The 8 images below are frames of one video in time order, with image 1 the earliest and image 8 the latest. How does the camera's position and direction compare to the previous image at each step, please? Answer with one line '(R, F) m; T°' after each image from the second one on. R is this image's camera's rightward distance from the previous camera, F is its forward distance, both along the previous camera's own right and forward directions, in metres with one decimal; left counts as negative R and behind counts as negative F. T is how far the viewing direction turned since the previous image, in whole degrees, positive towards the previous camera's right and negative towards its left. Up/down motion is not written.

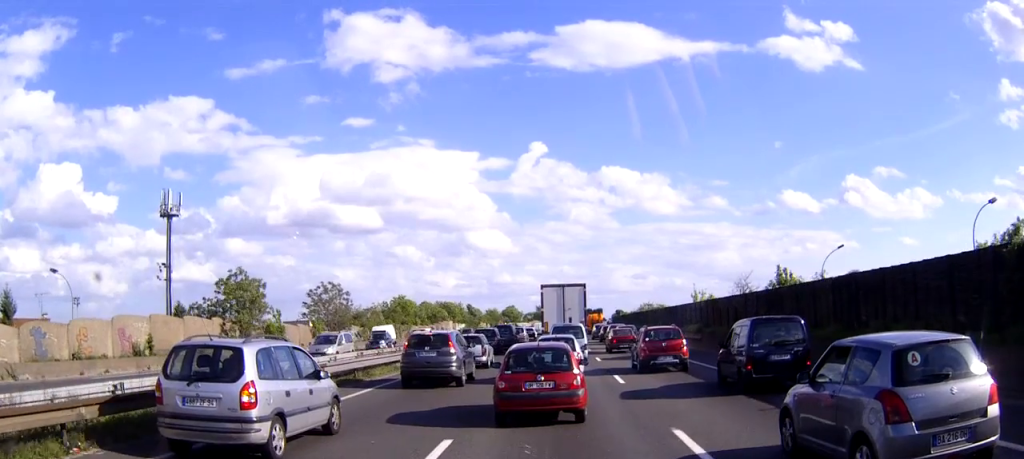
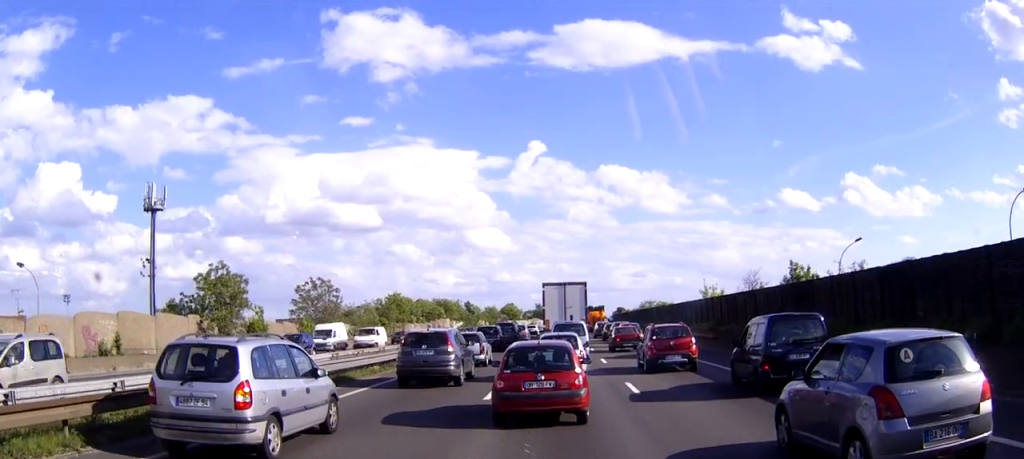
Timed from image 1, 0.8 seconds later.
(0.0, +3.9) m; 0°
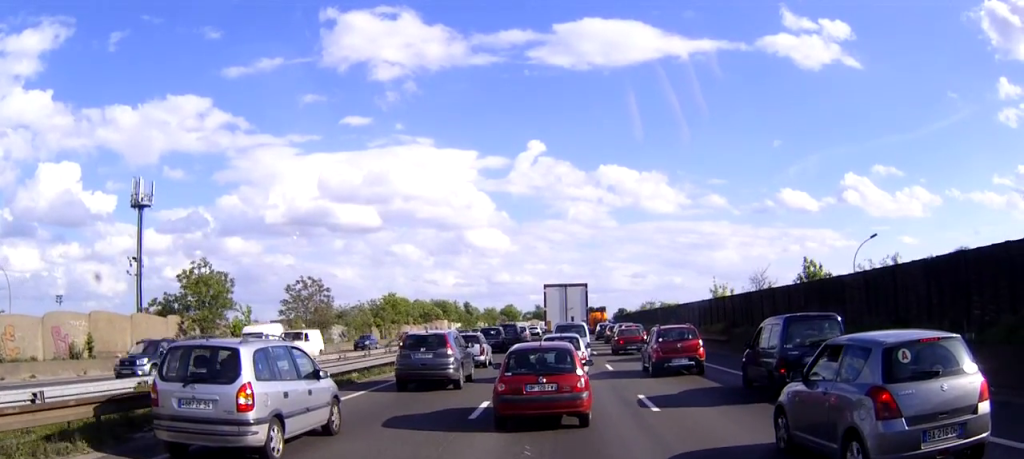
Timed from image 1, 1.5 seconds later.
(0.0, +3.0) m; 0°
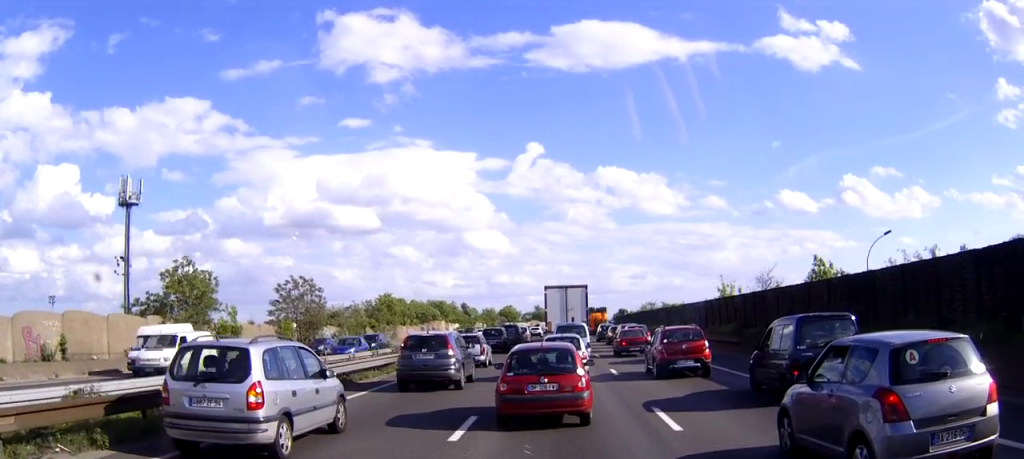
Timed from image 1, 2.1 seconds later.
(0.0, +2.6) m; 0°
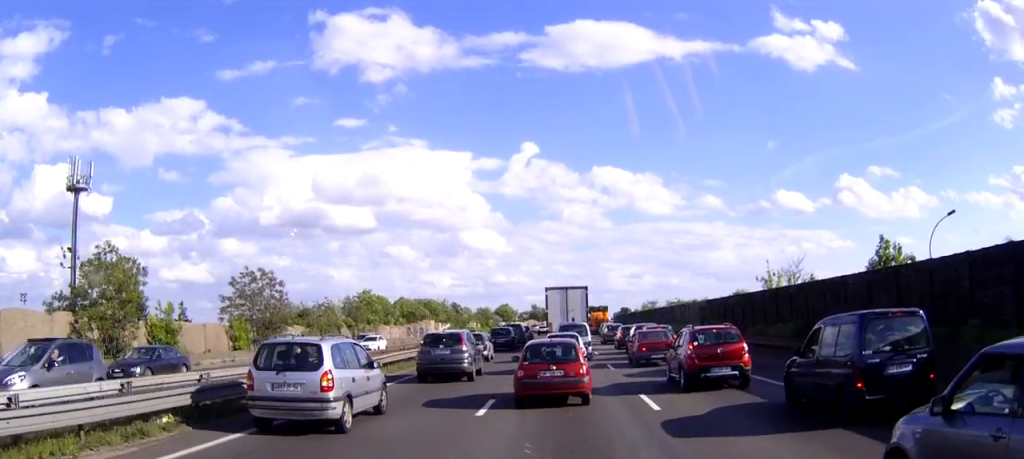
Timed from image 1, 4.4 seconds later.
(0.0, +10.1) m; +1°
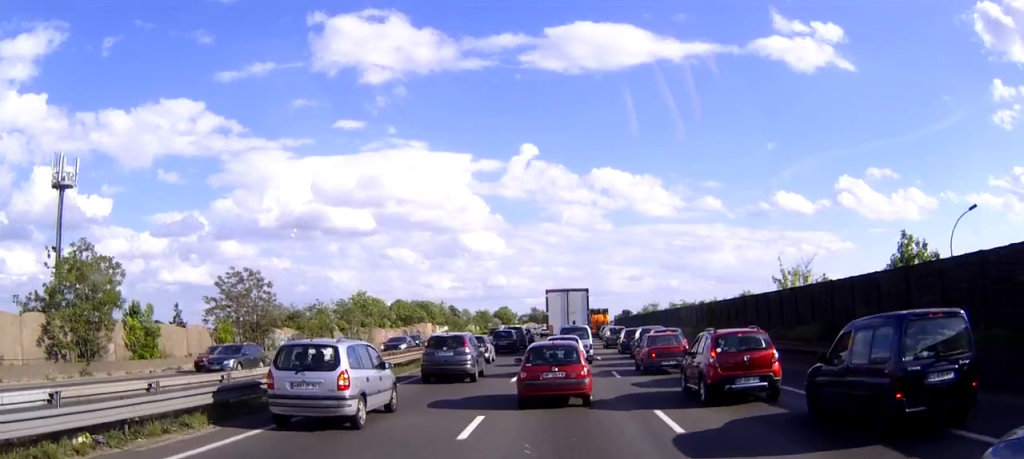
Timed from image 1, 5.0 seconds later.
(0.0, +2.7) m; 0°
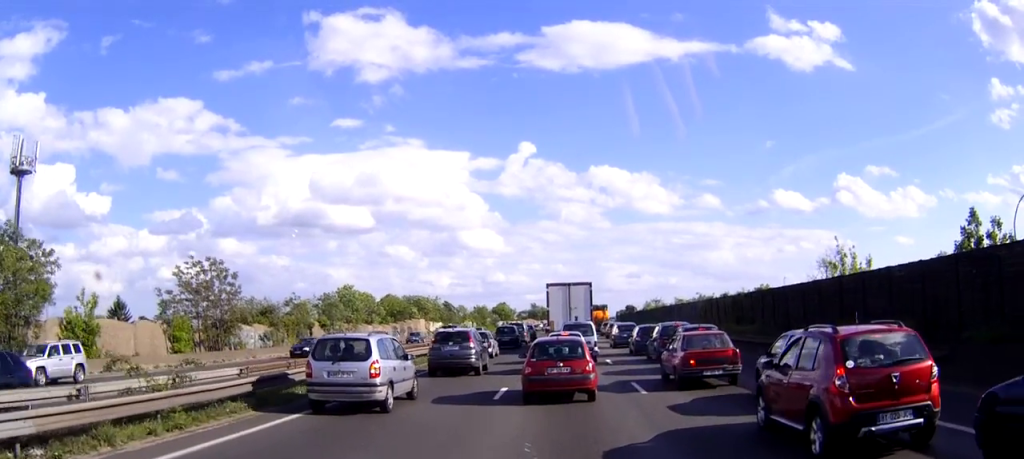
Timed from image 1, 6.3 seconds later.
(0.0, +6.8) m; -1°
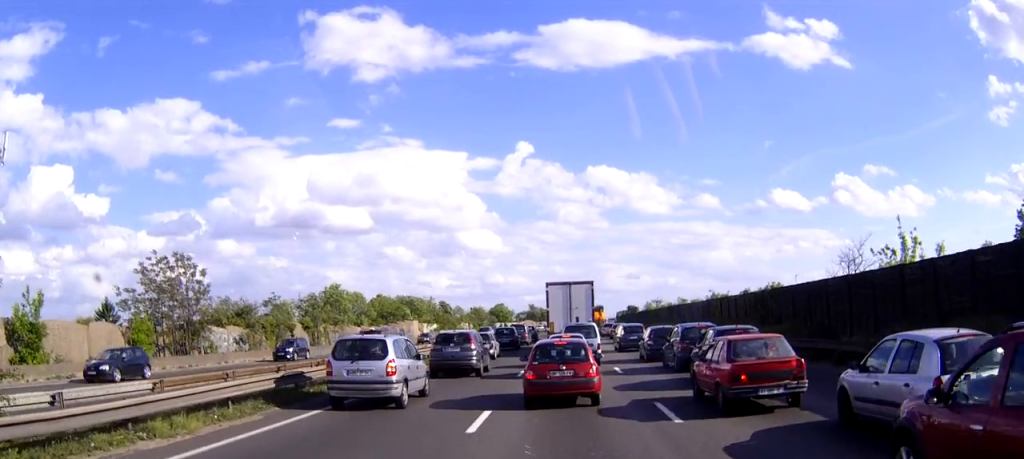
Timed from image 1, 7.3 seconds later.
(0.0, +4.9) m; -1°
